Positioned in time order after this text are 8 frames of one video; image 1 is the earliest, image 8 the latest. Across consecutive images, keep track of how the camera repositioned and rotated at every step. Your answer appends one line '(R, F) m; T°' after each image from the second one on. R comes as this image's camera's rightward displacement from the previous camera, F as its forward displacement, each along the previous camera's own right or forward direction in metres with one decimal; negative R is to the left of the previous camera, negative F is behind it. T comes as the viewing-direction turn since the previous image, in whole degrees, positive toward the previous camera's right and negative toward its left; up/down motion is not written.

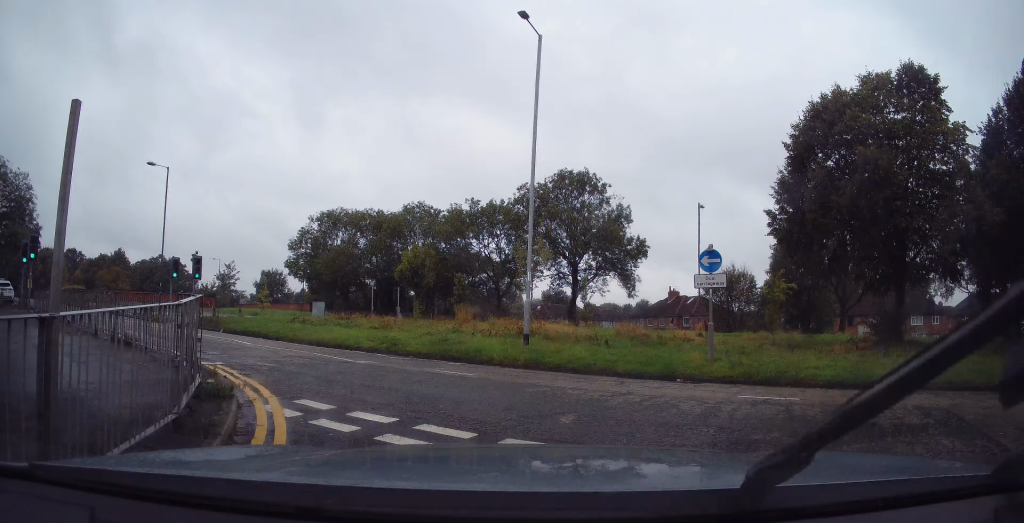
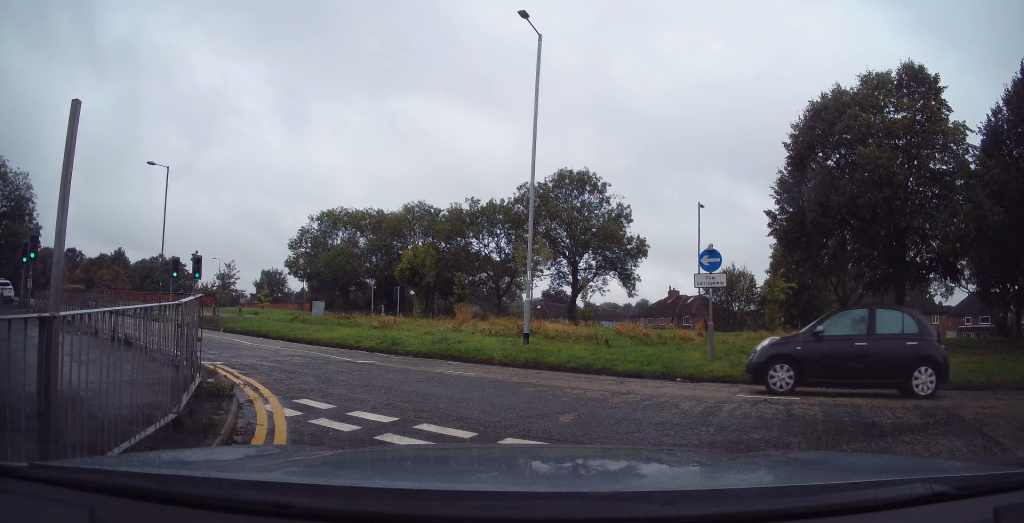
(0.0, 0.0) m; 0°
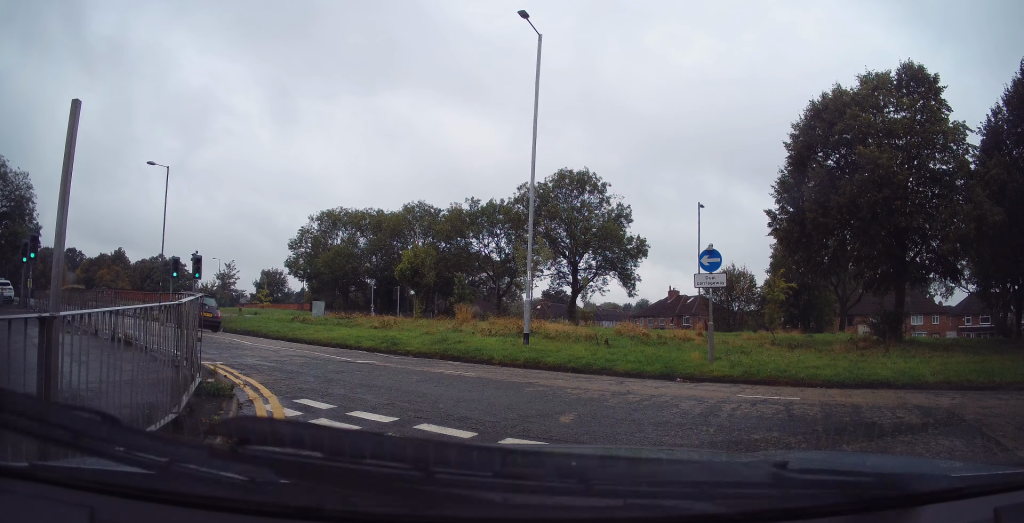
(0.0, 0.0) m; 0°
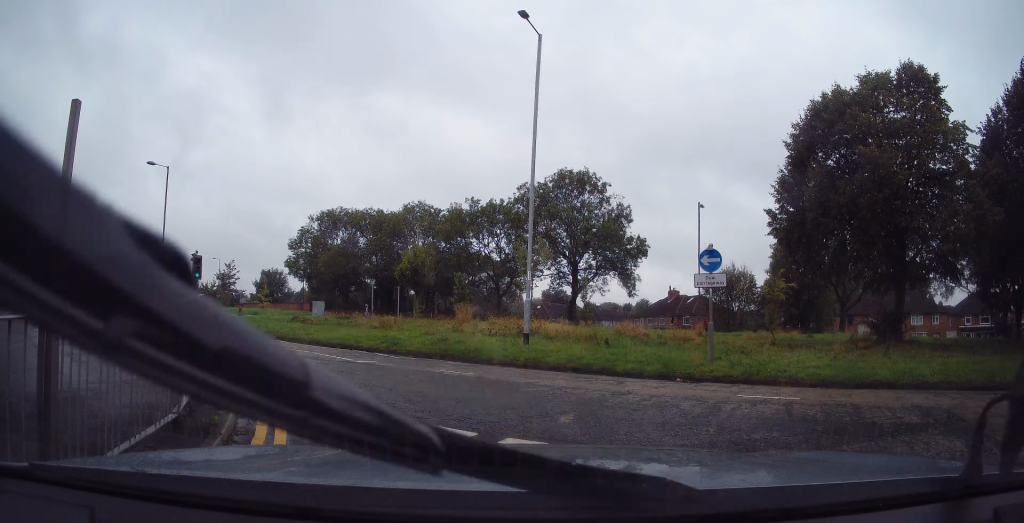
(0.0, 0.0) m; 0°
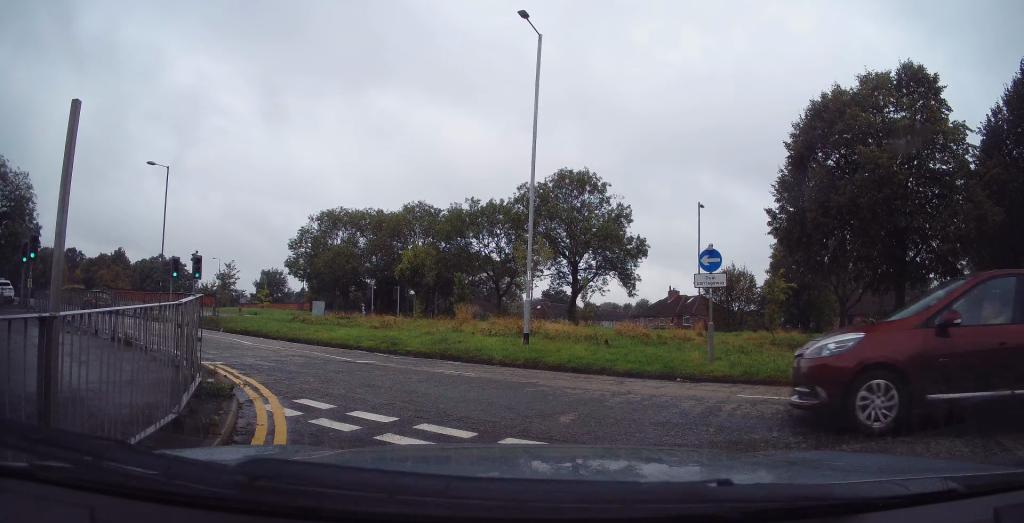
(0.0, 0.0) m; 0°
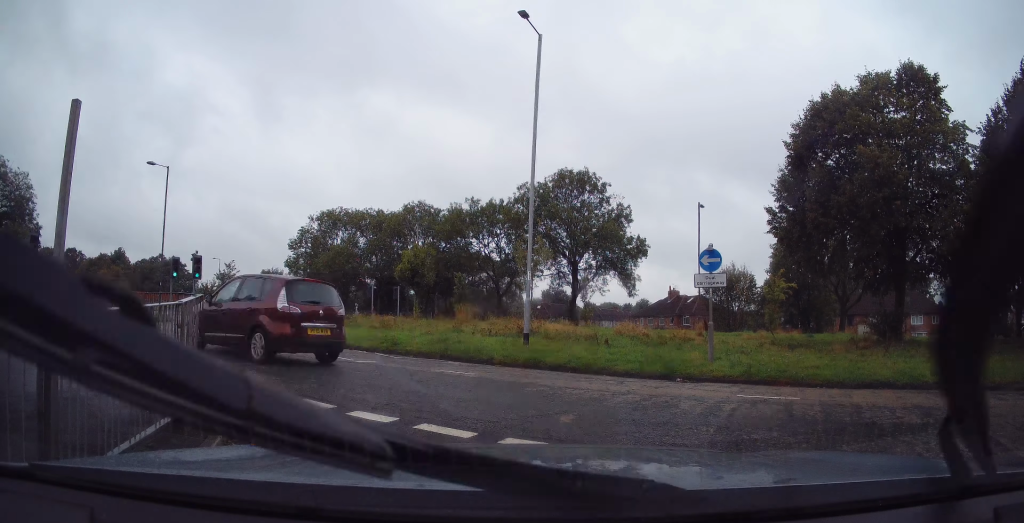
(0.0, 0.0) m; 0°
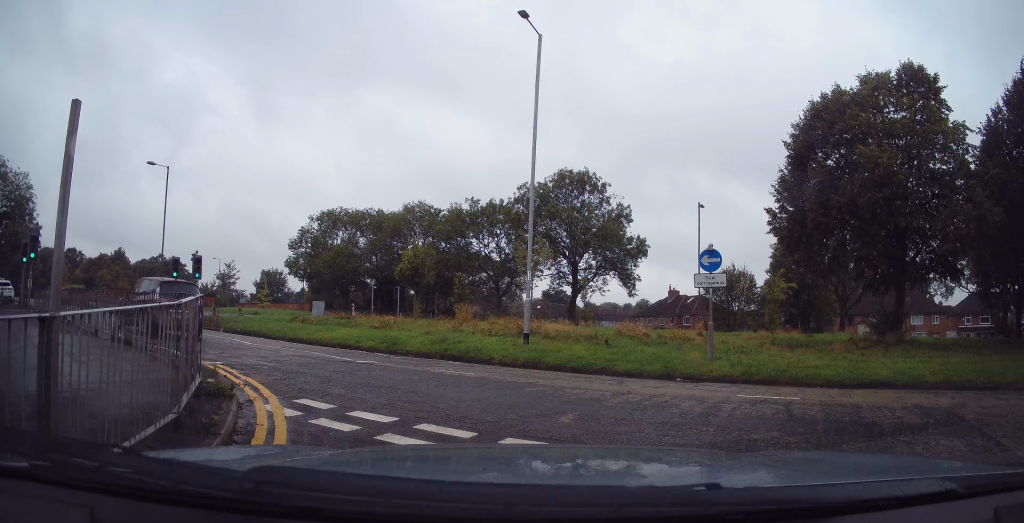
(0.0, 0.0) m; 0°
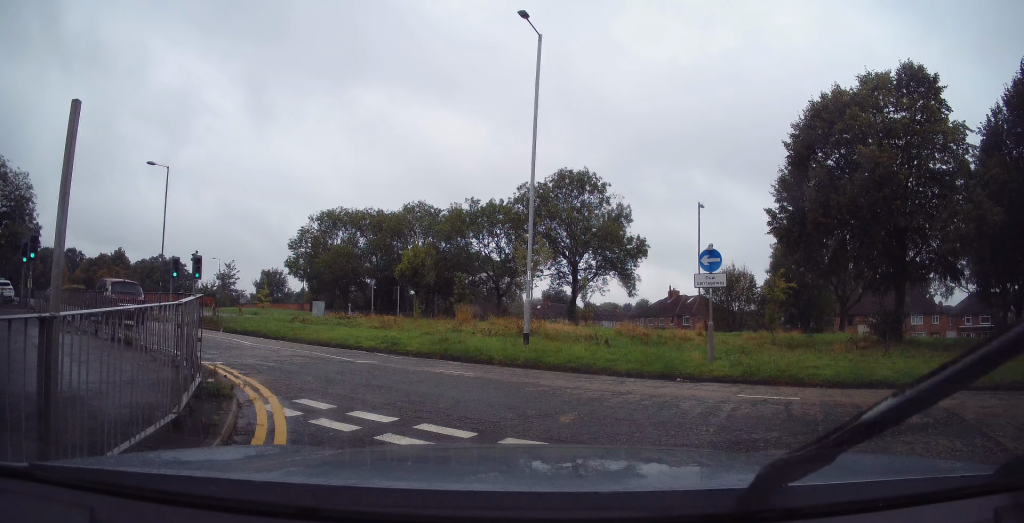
(0.0, 0.0) m; 0°
